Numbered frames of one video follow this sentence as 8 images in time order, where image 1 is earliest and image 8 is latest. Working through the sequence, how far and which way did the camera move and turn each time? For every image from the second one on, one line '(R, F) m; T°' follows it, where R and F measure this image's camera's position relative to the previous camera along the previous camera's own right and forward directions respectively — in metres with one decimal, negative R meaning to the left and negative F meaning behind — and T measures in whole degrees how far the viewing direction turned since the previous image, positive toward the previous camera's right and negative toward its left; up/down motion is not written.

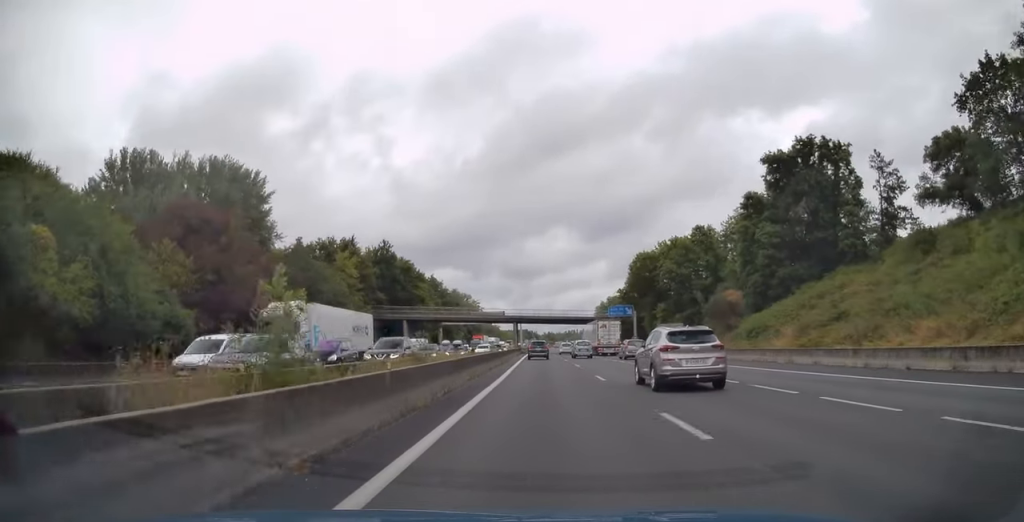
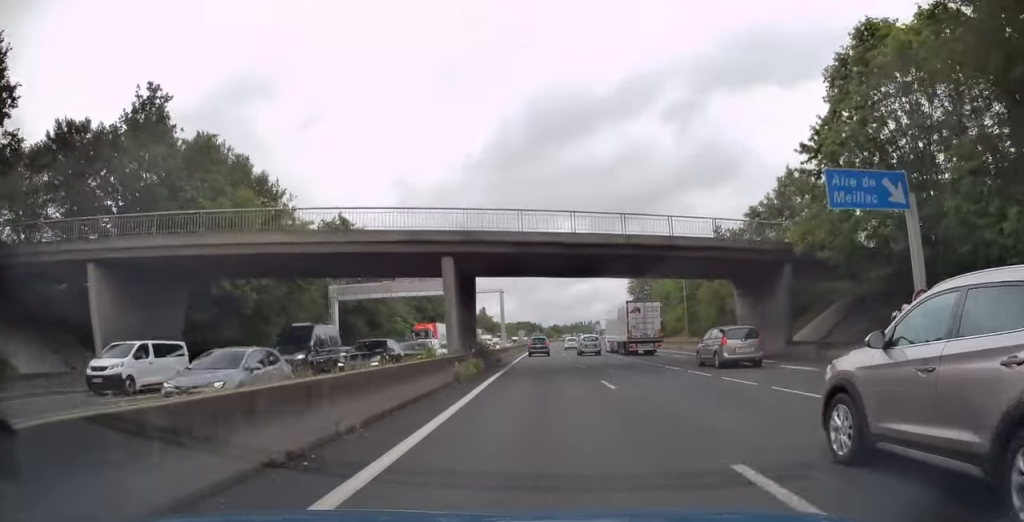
(-0.5, +70.5) m; -1°
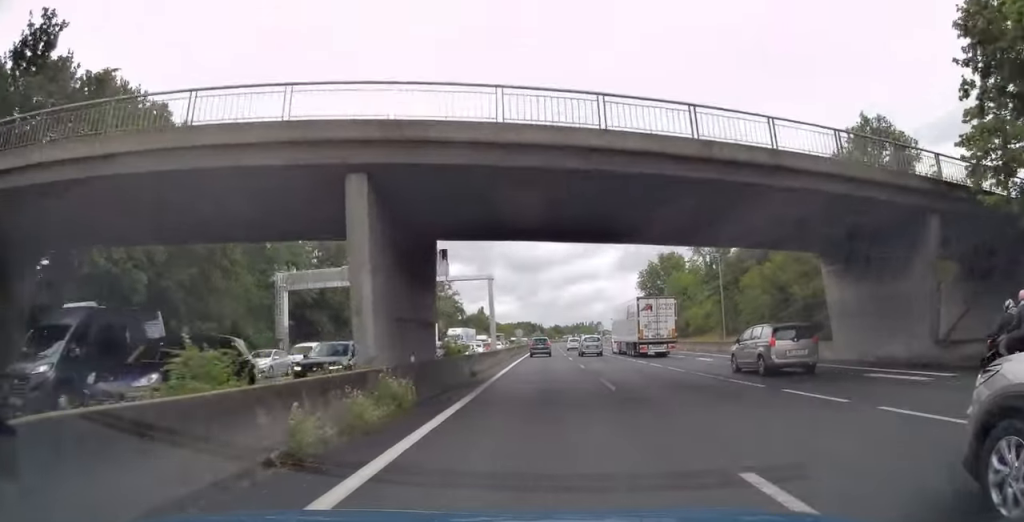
(0.0, +13.3) m; 0°
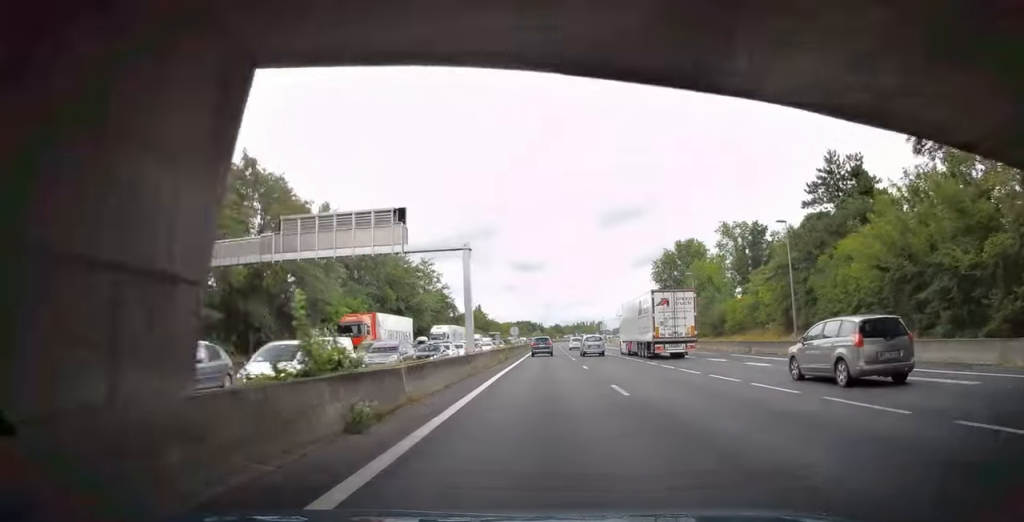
(0.0, +15.0) m; 0°
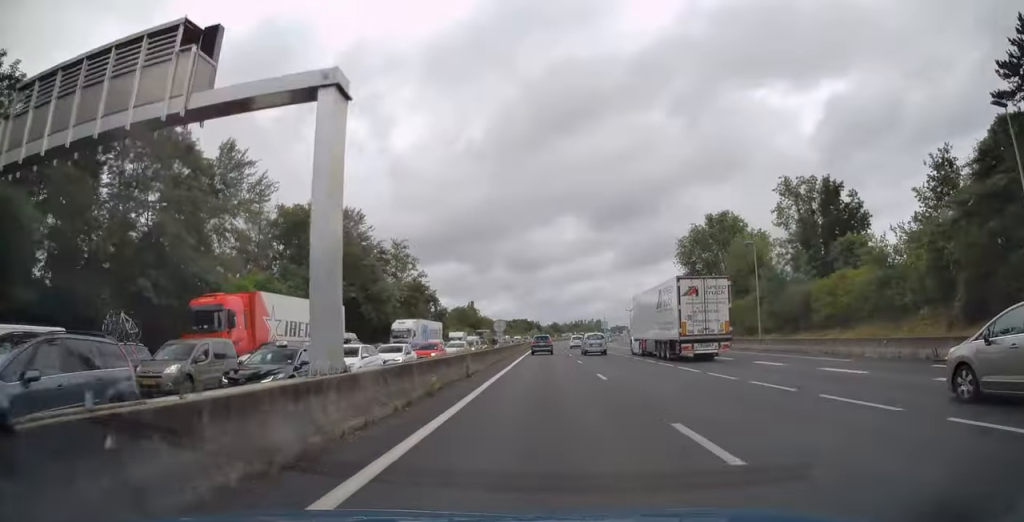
(0.0, +21.0) m; 0°
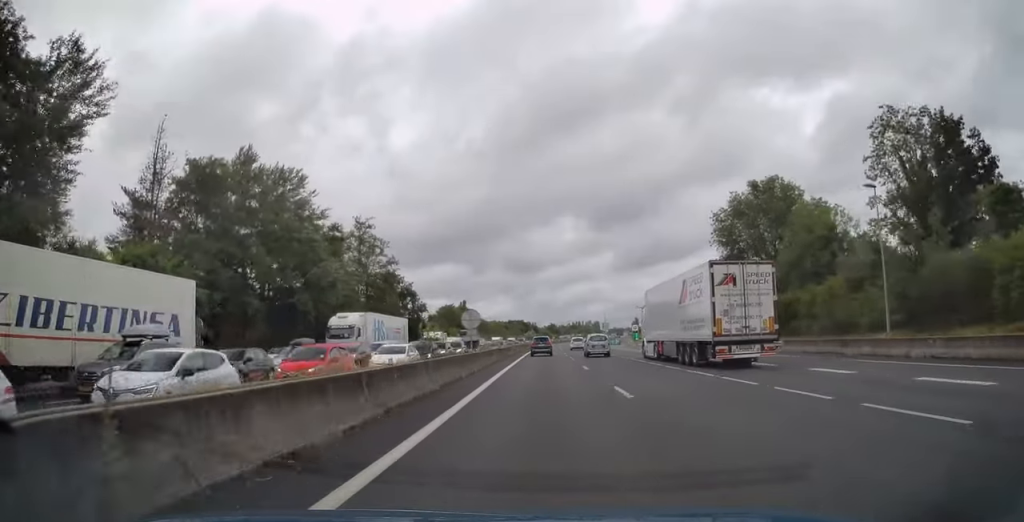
(0.0, +18.8) m; 0°
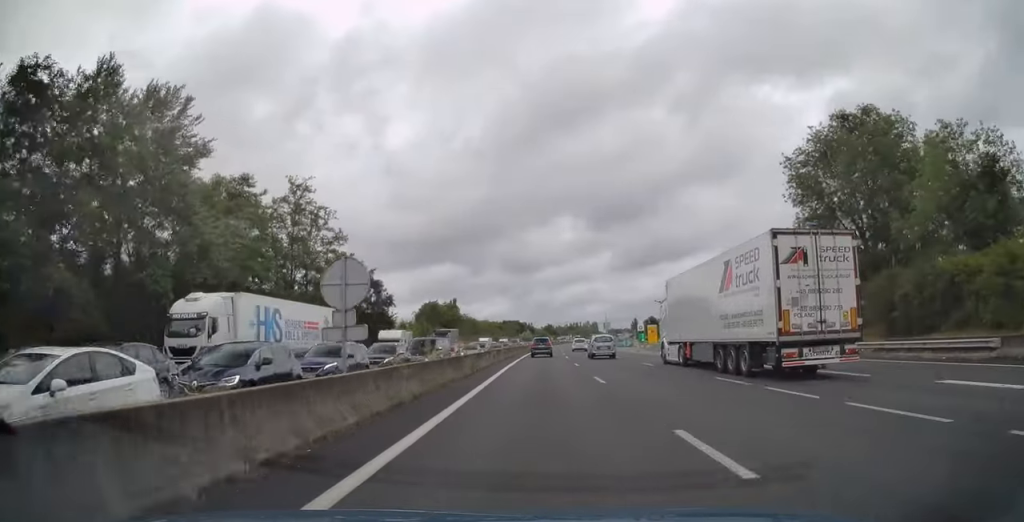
(0.0, +21.1) m; 0°
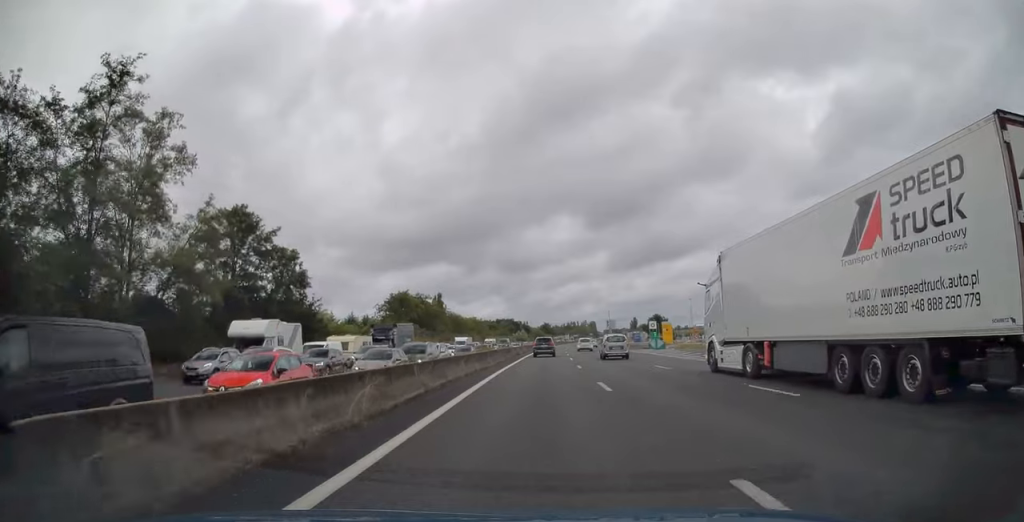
(0.0, +29.4) m; 0°
